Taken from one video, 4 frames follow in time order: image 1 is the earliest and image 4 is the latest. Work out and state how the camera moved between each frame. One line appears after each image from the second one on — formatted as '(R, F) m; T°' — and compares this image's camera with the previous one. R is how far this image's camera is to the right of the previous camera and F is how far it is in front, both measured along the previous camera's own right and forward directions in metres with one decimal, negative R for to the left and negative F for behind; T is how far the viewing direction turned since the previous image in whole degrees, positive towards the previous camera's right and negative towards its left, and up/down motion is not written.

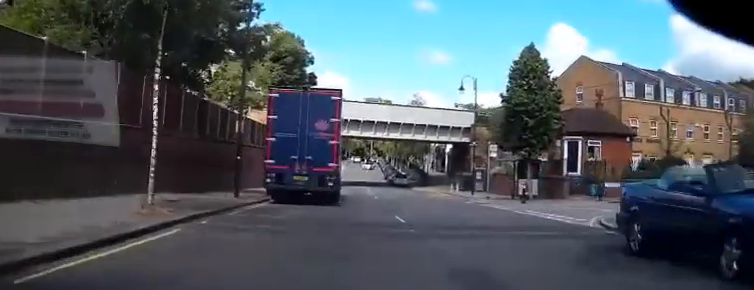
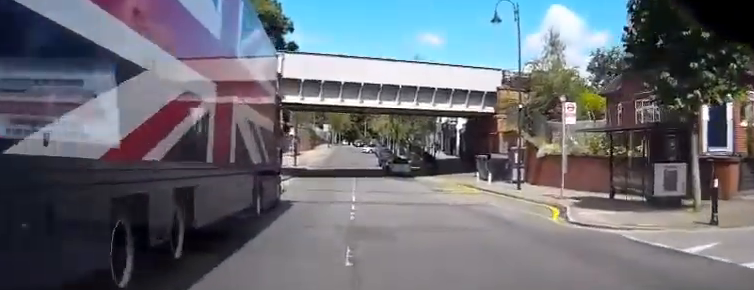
(-4.8, +19.3) m; -15°
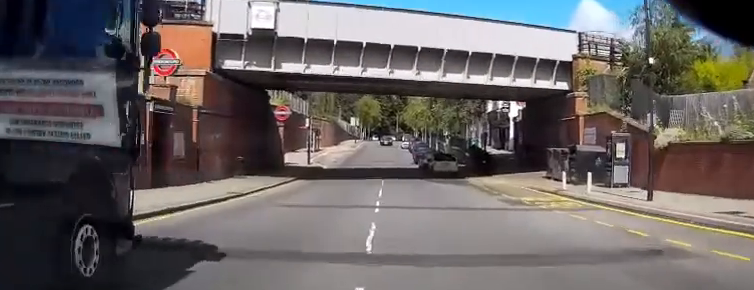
(0.0, +11.8) m; 0°
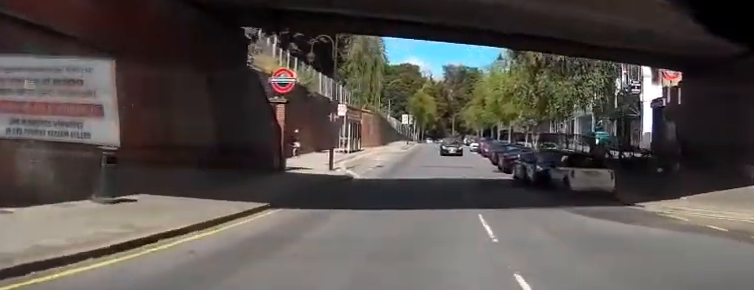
(-0.6, +17.5) m; -3°
